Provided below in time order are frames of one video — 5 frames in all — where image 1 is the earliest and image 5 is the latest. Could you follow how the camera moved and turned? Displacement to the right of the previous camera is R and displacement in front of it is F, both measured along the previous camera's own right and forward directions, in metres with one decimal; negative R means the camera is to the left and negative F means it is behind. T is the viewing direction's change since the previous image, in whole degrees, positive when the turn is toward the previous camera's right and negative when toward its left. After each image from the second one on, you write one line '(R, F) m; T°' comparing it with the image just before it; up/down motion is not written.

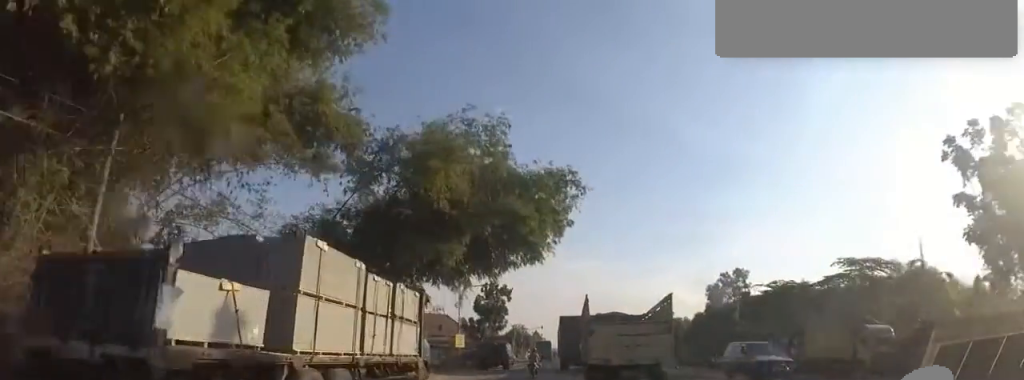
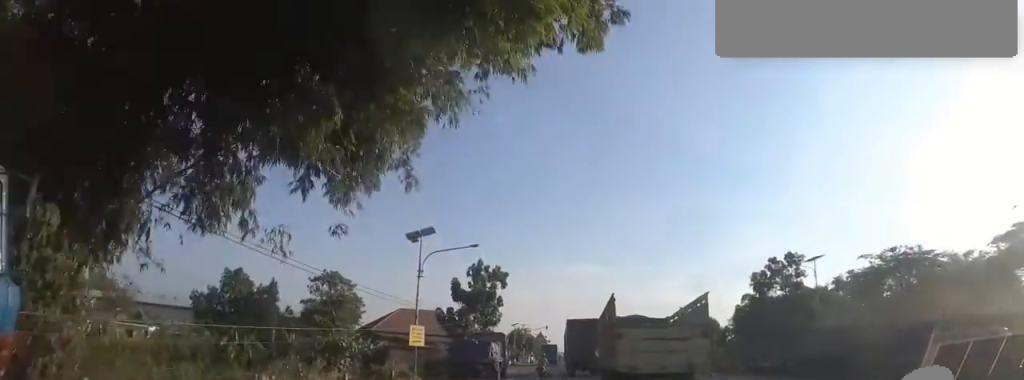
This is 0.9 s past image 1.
(+0.5, +13.6) m; +2°
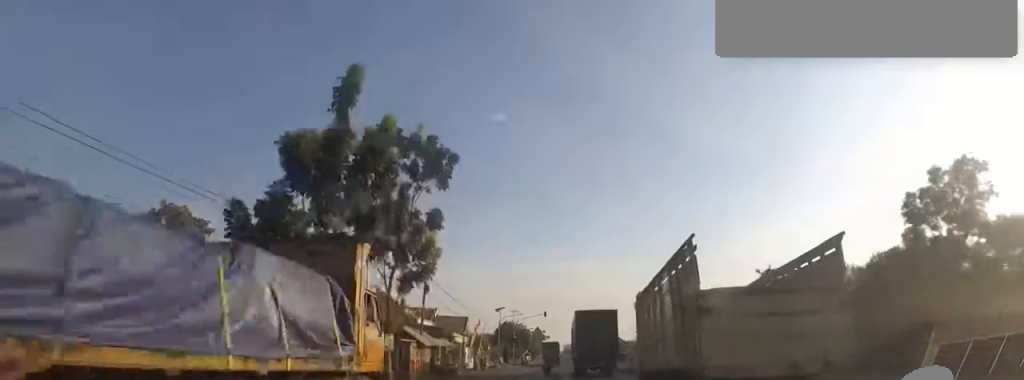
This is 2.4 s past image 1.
(0.0, +26.0) m; -2°
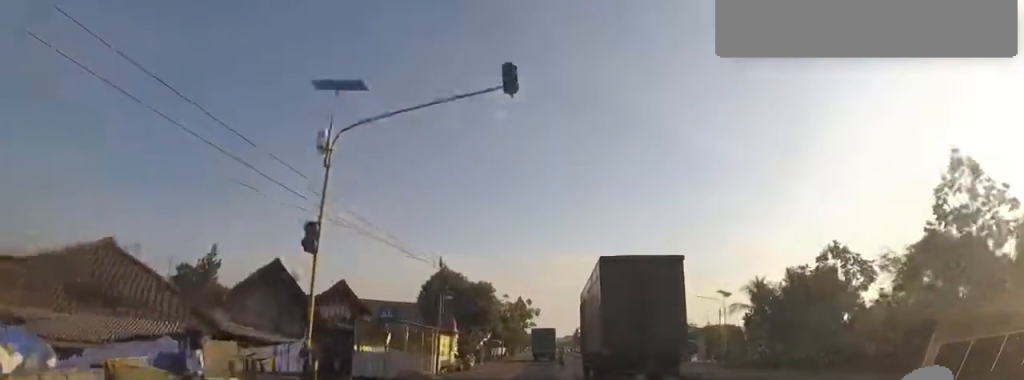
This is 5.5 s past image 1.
(+1.2, +58.8) m; +1°
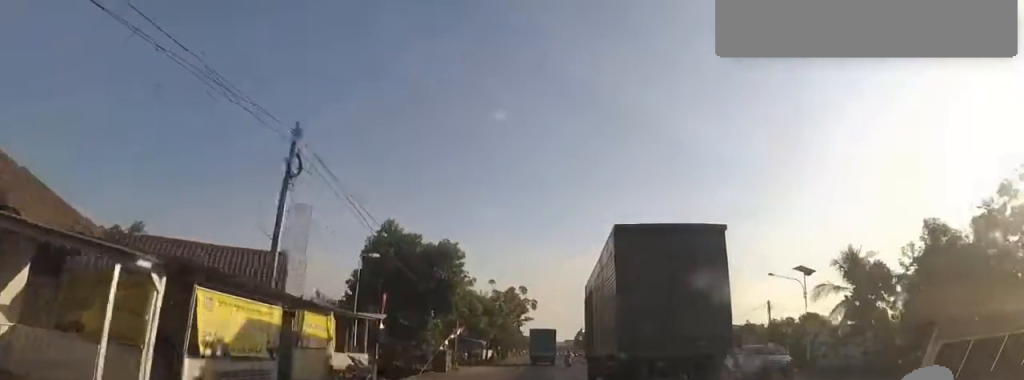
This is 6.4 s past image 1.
(-0.6, +17.0) m; -1°
